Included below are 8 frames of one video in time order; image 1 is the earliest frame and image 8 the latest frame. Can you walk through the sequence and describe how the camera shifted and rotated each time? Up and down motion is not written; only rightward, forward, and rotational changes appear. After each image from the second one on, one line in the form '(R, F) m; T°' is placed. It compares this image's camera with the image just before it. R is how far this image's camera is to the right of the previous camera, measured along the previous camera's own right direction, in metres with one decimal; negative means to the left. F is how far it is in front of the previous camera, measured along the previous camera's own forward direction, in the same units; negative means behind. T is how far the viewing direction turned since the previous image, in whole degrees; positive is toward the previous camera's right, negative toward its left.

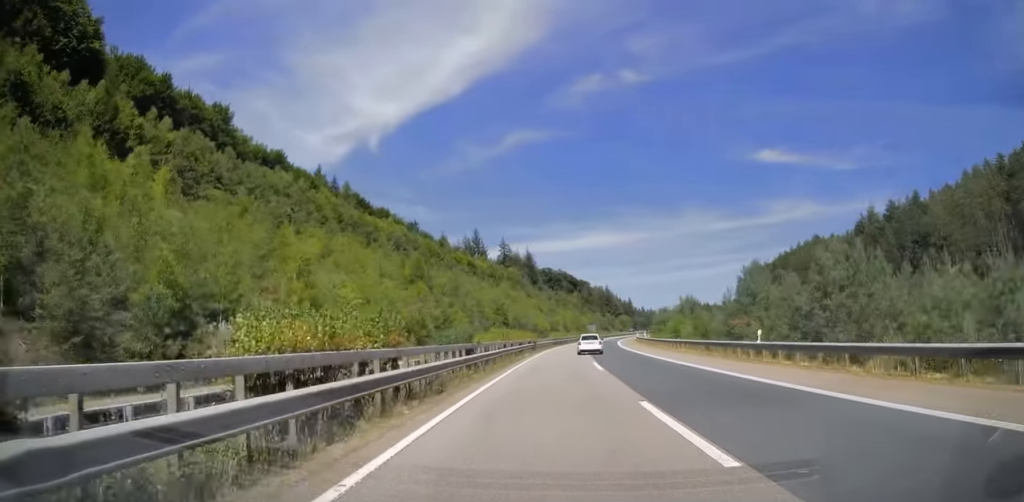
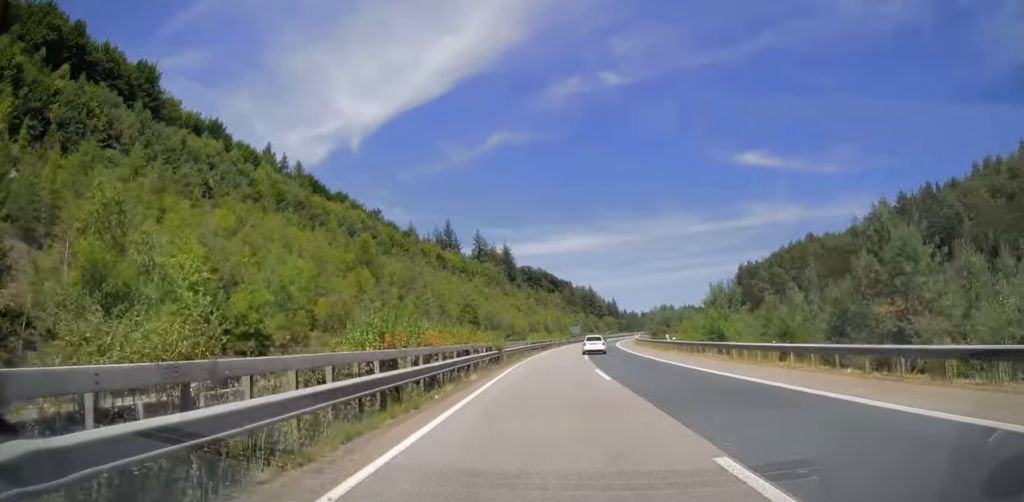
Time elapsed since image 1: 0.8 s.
(+0.3, +23.8) m; +2°
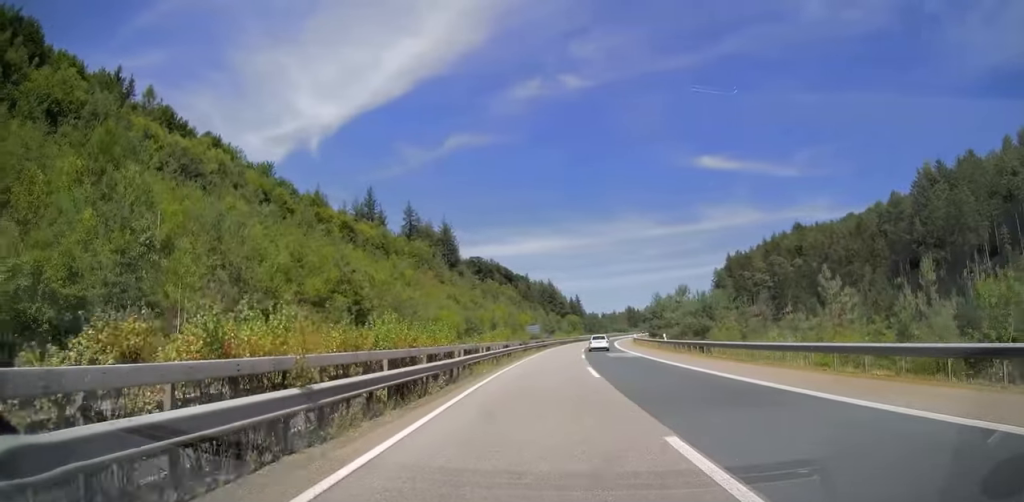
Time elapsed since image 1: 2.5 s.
(+2.2, +53.1) m; +5°
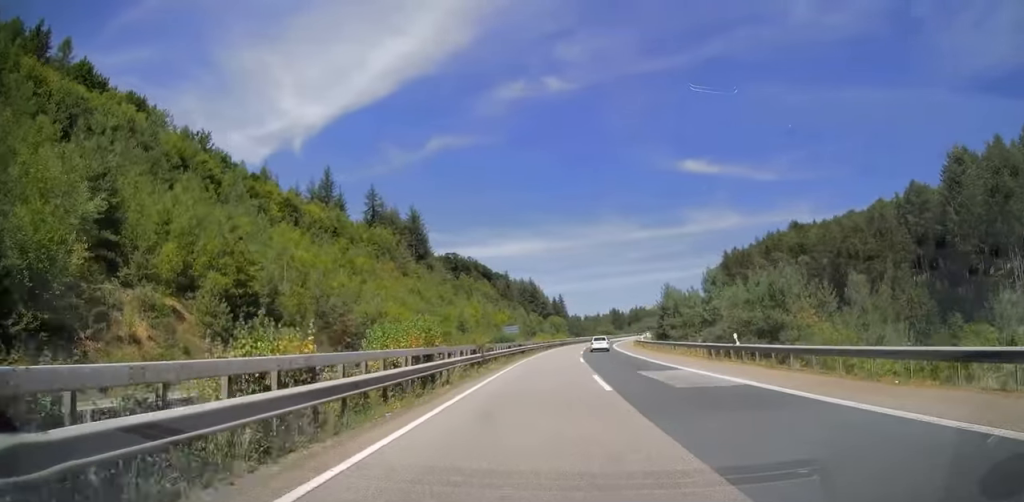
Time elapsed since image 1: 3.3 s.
(+0.4, +22.7) m; +2°
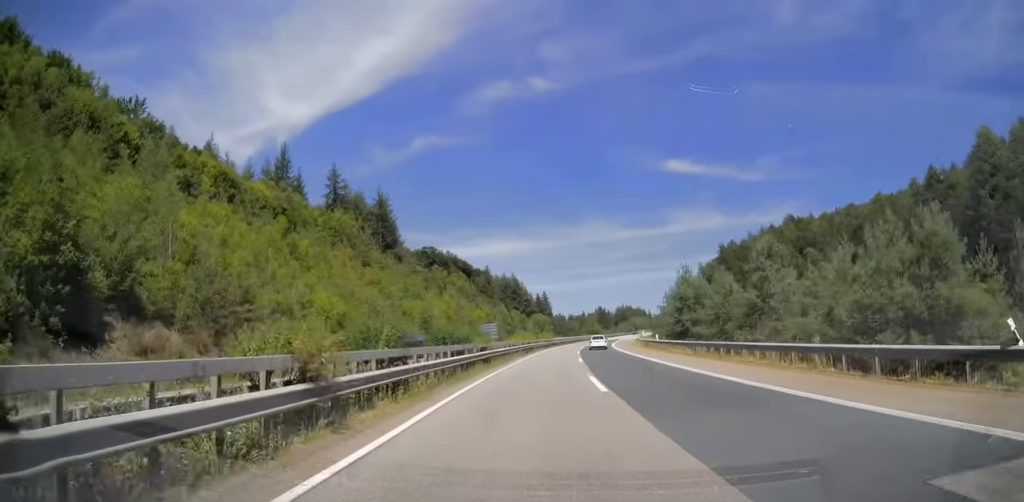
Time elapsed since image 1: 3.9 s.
(+0.2, +18.7) m; +1°
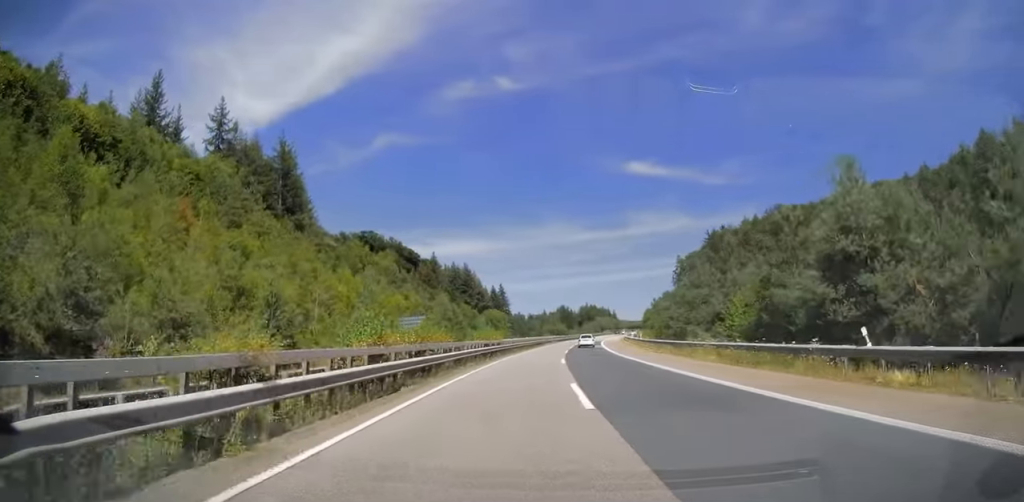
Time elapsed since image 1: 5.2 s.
(+1.1, +39.8) m; +3°
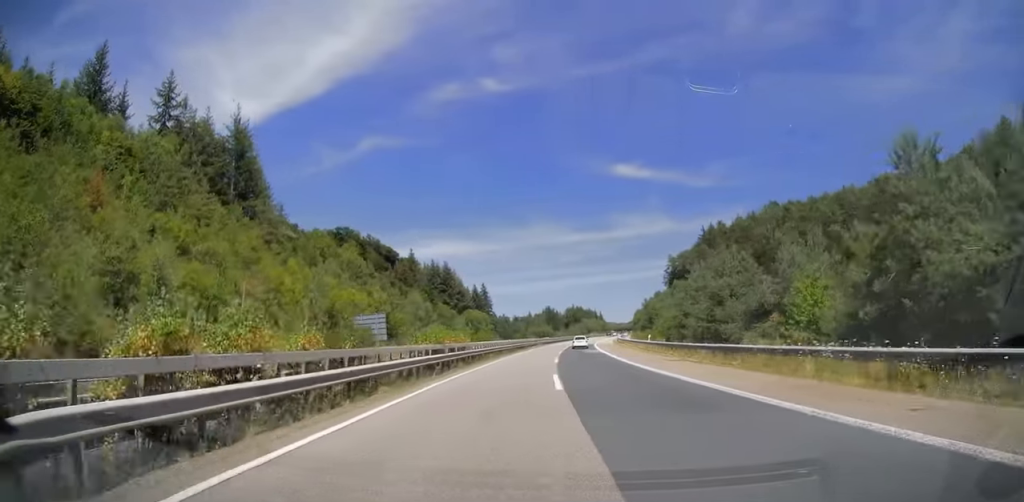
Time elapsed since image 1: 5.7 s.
(0.0, +13.6) m; +1°
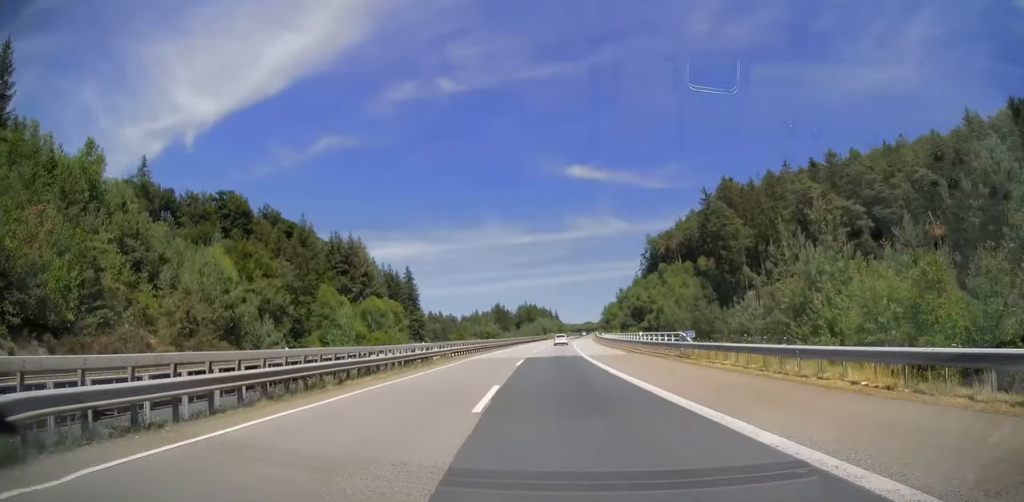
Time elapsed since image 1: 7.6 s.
(+2.9, +59.1) m; +5°
